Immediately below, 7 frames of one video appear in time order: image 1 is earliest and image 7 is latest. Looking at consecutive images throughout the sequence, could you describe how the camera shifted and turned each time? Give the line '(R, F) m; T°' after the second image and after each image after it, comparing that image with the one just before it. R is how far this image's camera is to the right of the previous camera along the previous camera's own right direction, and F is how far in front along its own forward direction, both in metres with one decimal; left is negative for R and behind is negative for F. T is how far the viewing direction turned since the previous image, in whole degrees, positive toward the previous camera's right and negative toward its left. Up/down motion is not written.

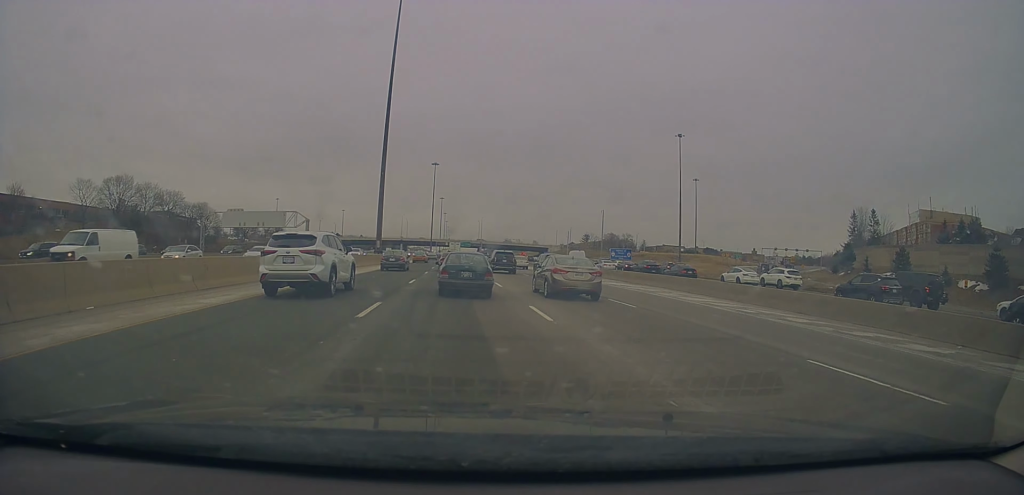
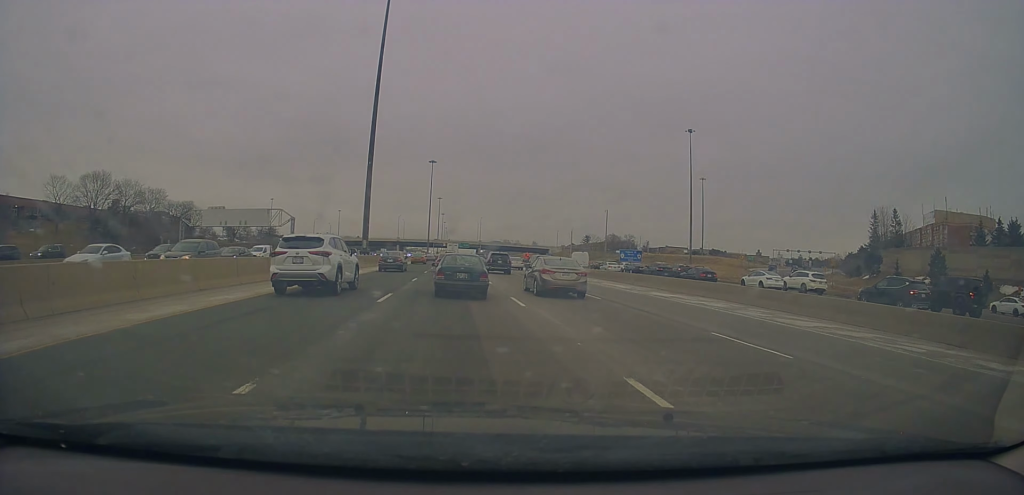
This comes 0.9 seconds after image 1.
(+0.3, +8.7) m; +1°
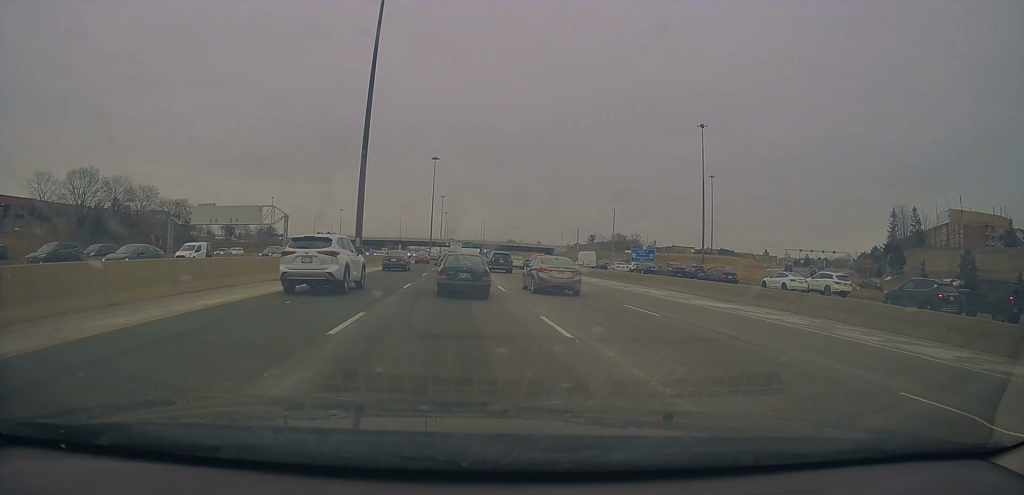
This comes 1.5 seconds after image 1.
(+0.1, +5.7) m; -1°
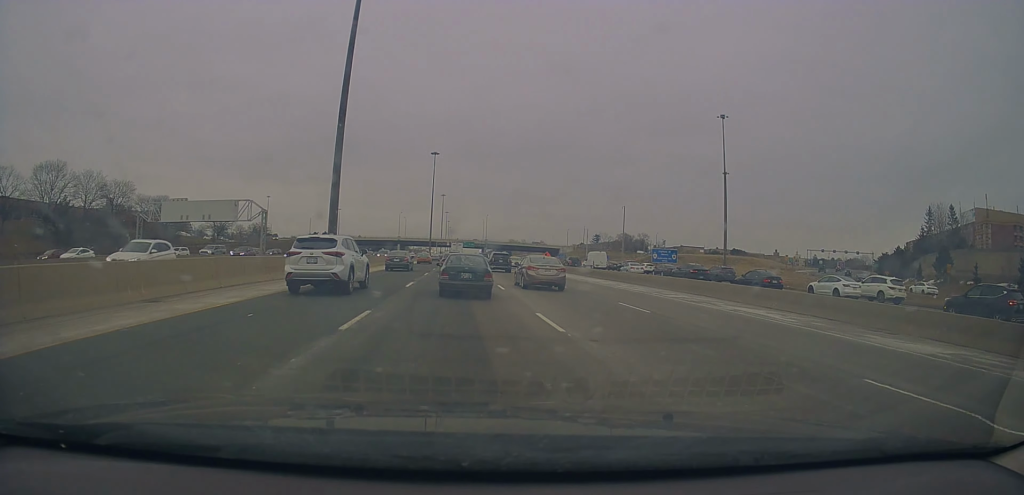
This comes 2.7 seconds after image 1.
(-0.5, +11.5) m; -2°
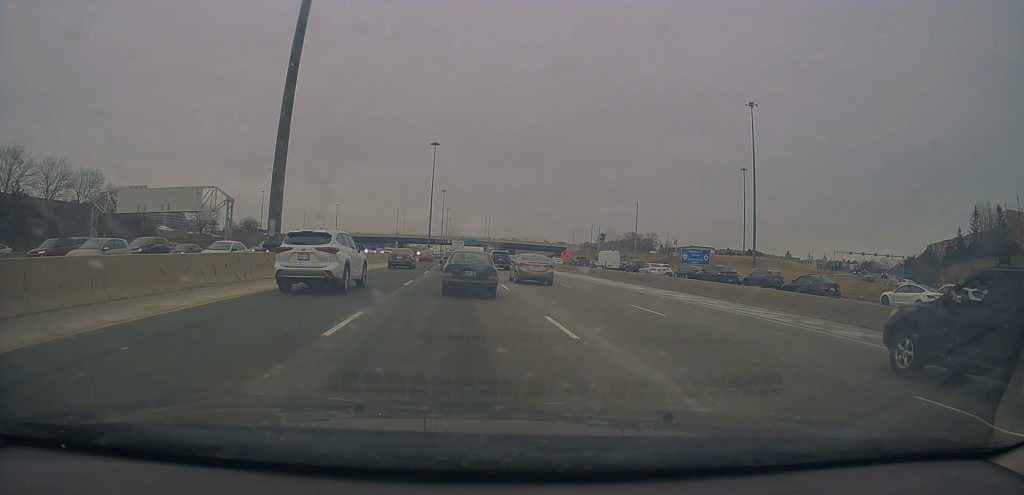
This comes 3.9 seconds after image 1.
(+0.3, +12.3) m; +2°
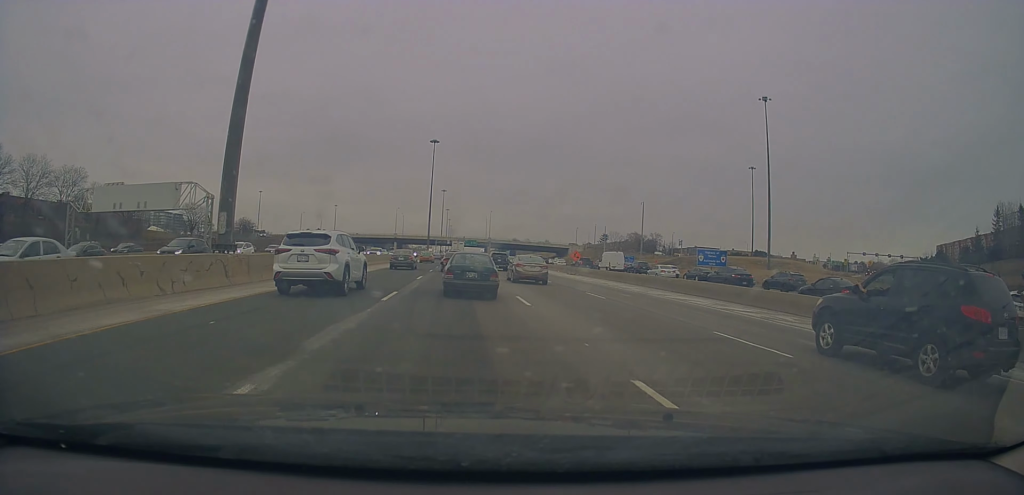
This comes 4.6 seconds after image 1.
(+0.1, +6.6) m; 0°
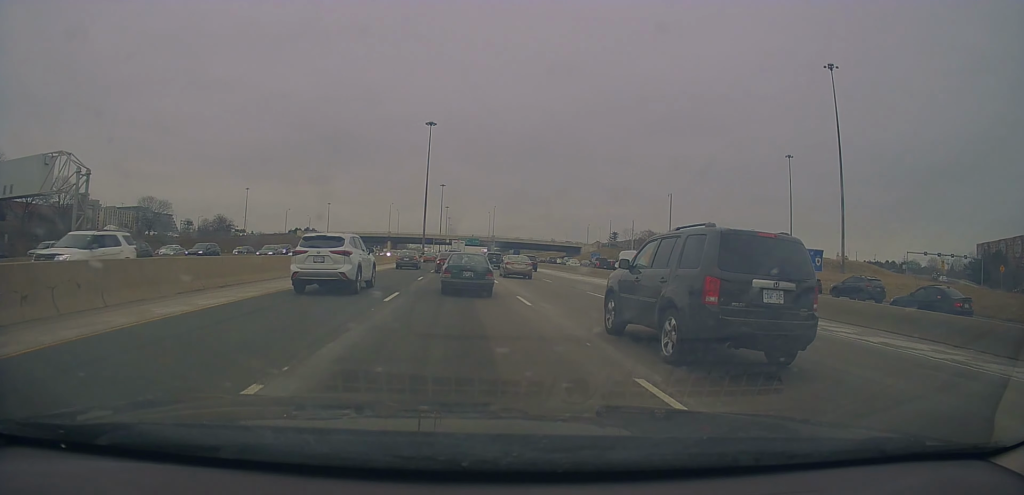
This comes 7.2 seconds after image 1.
(-1.1, +26.0) m; -1°
